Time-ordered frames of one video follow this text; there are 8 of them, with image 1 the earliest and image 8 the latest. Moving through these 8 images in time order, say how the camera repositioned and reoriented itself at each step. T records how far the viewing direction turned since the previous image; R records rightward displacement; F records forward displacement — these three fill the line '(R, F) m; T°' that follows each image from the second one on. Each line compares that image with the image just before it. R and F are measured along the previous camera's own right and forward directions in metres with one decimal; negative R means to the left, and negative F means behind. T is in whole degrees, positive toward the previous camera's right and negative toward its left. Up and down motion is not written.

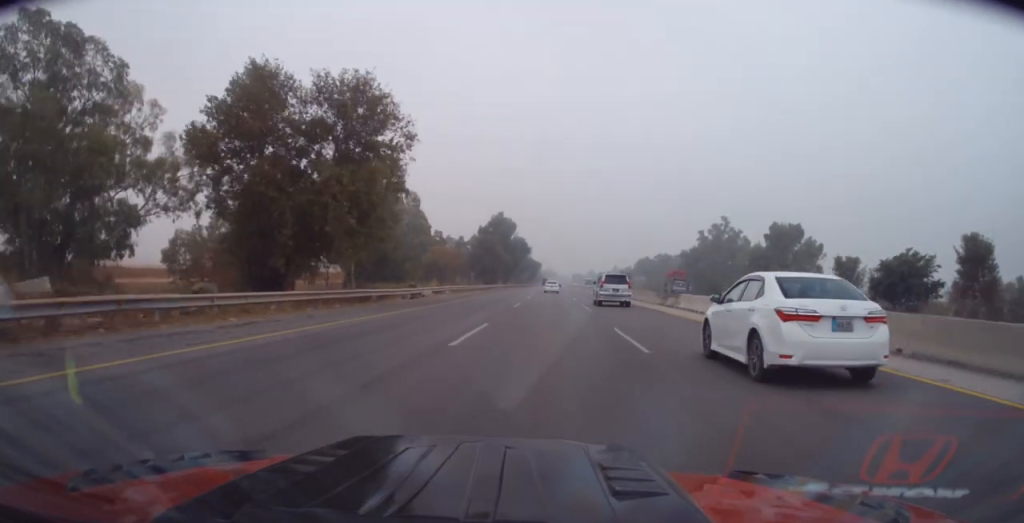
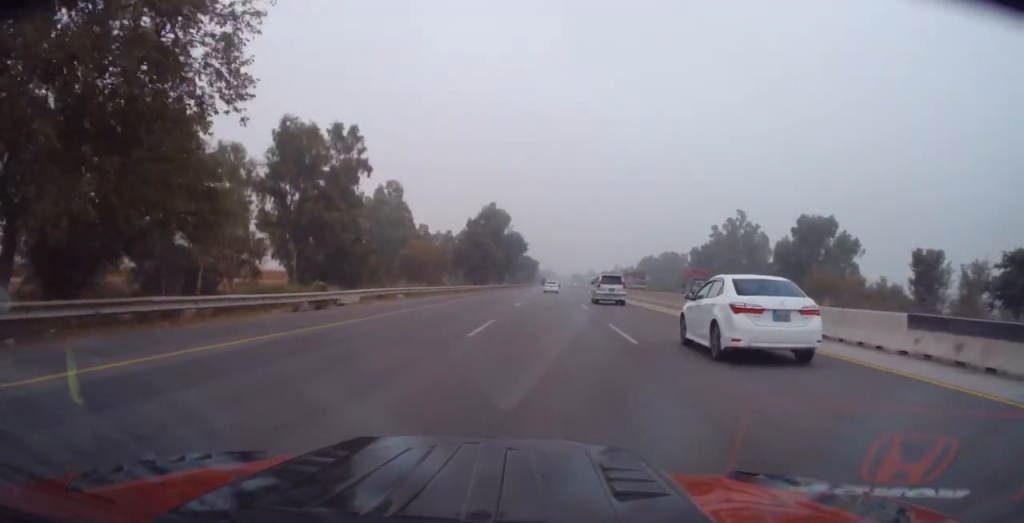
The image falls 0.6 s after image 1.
(+0.2, +16.0) m; 0°
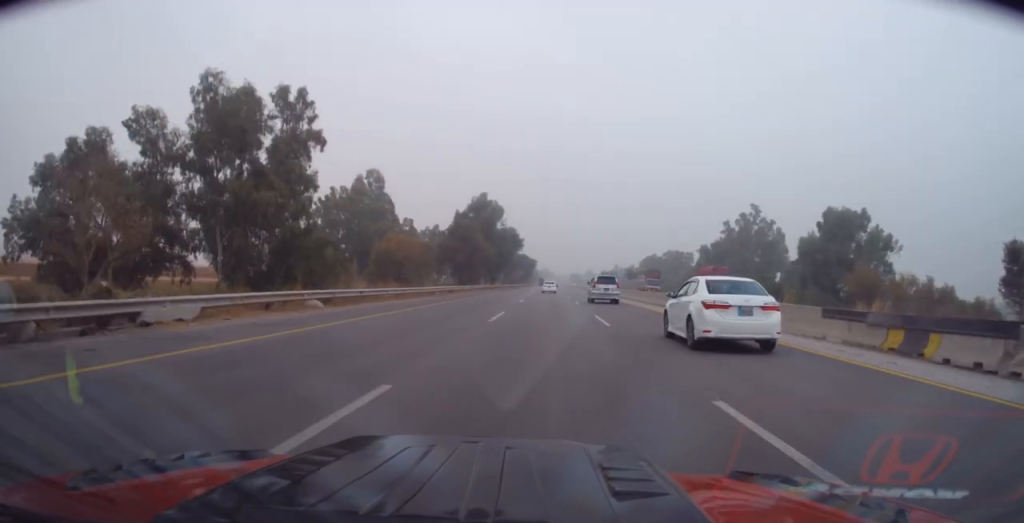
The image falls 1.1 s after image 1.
(-0.2, +12.7) m; 0°
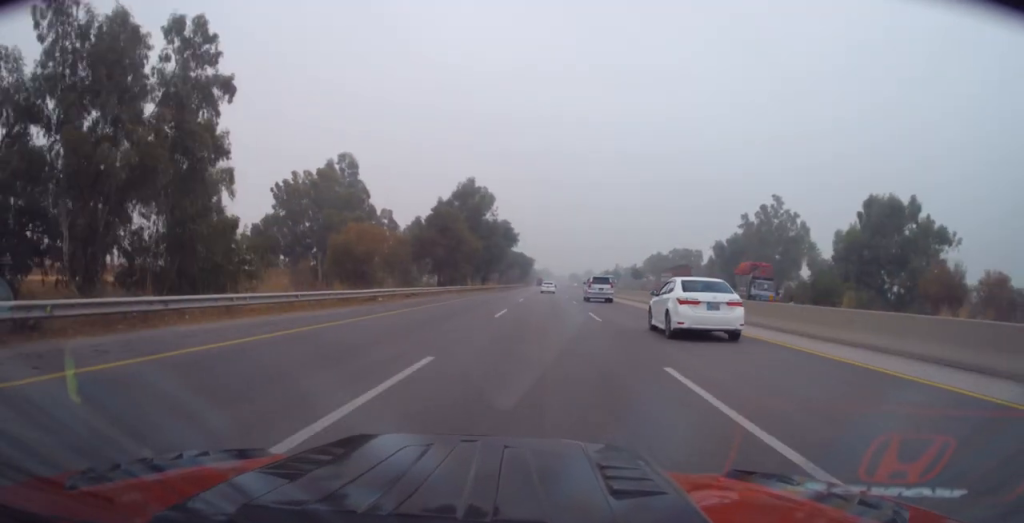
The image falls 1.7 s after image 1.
(-0.1, +15.2) m; 0°
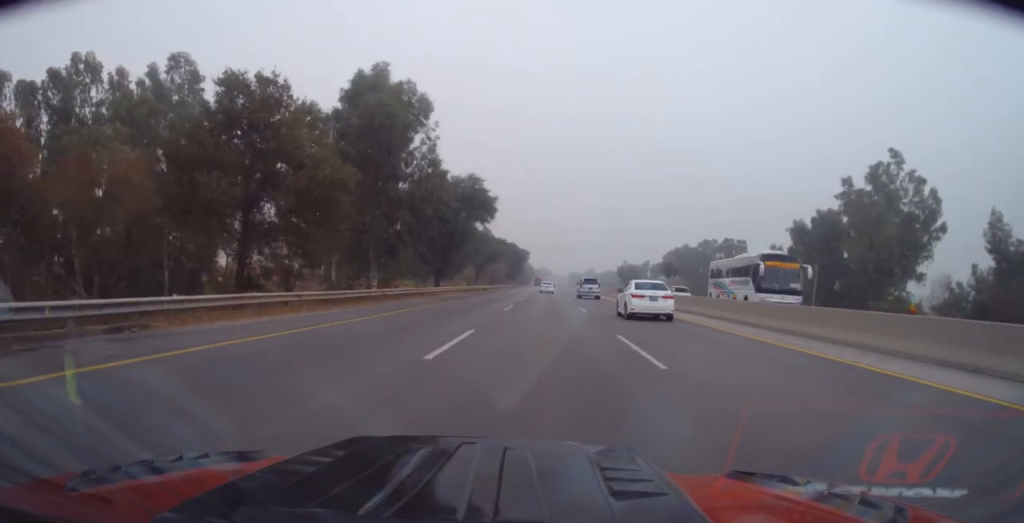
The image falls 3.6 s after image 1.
(+0.1, +48.2) m; +1°
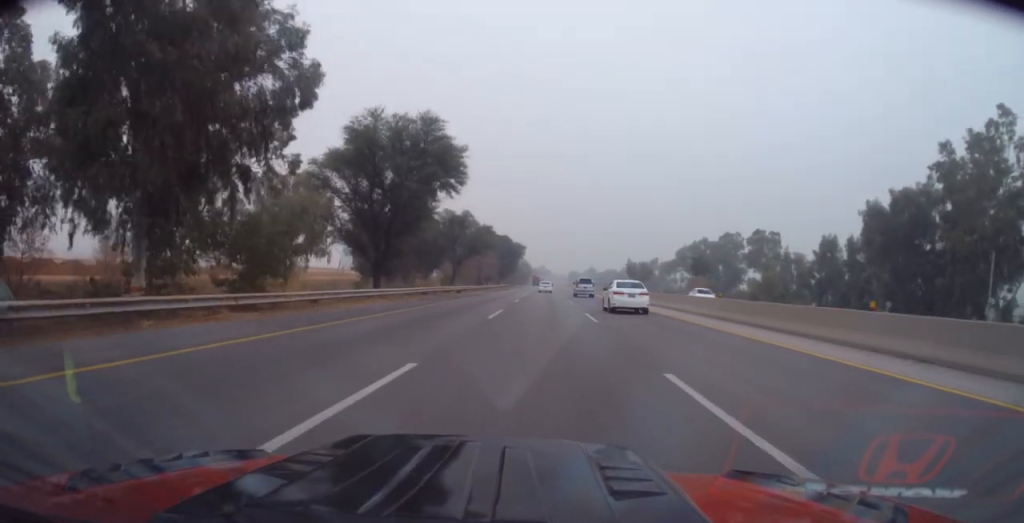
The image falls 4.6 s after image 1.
(+0.4, +24.6) m; 0°
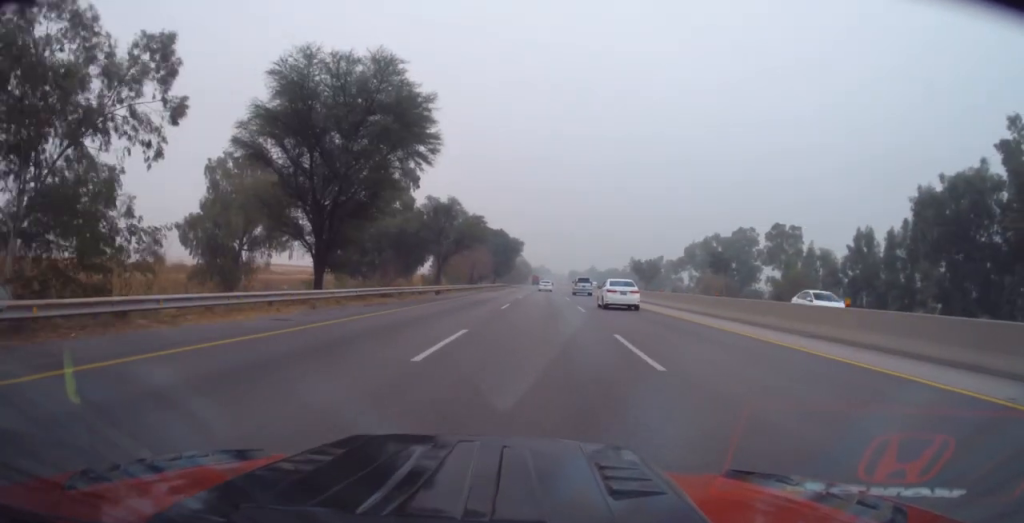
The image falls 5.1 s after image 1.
(-0.2, +11.8) m; -1°
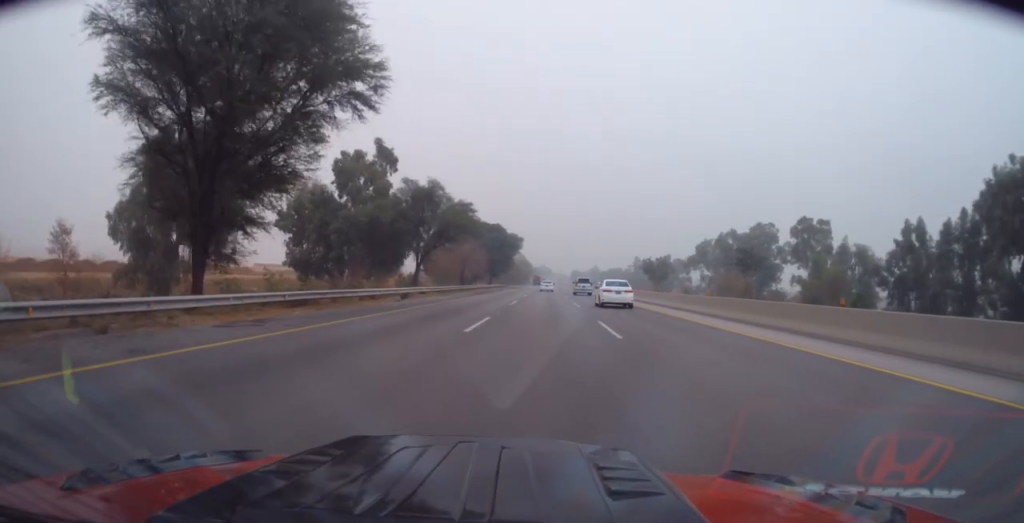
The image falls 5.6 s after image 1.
(0.0, +12.7) m; -1°
